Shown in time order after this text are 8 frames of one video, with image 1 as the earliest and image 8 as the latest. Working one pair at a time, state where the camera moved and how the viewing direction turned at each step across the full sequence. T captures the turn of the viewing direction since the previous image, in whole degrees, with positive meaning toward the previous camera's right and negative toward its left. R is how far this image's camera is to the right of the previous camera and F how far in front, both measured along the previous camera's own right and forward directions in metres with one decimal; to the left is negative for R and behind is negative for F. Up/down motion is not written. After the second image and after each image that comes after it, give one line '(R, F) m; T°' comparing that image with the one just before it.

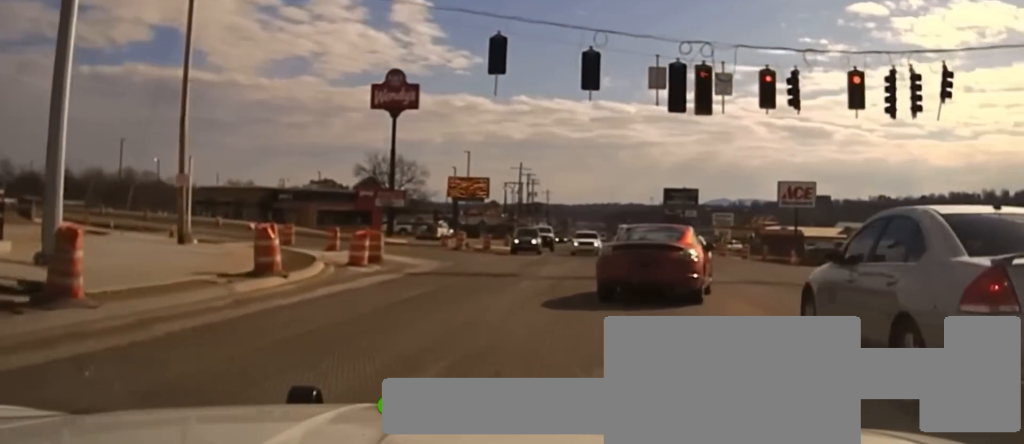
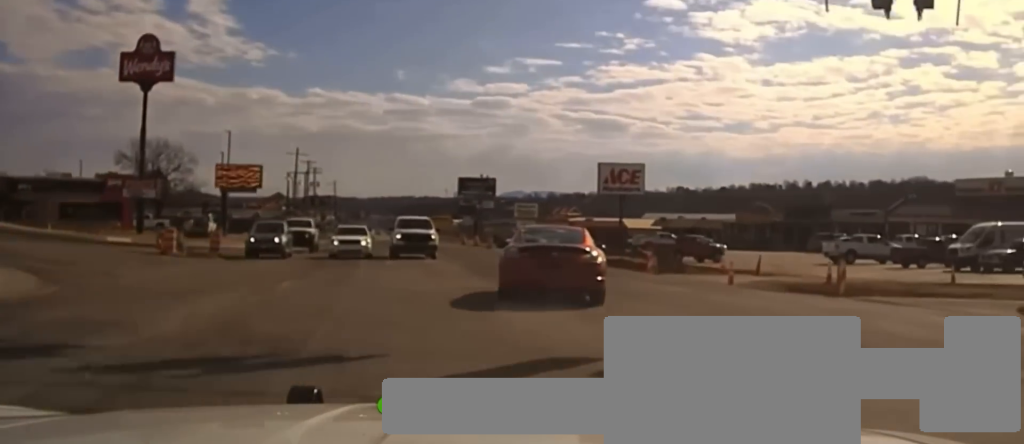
(+1.3, +17.6) m; +9°
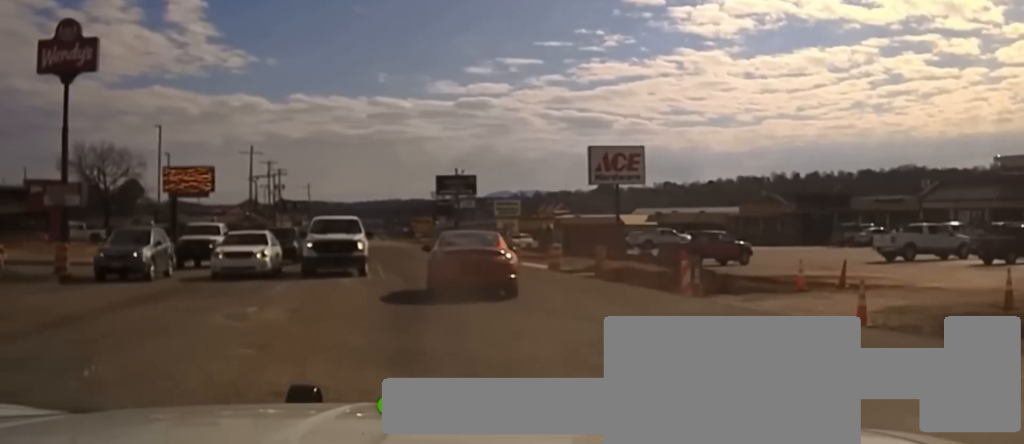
(+0.9, +13.5) m; +3°
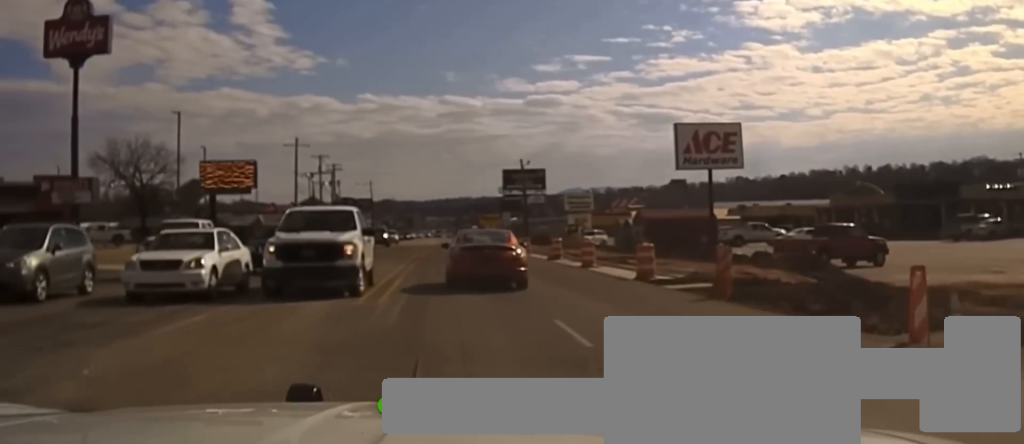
(-0.1, +11.2) m; -1°
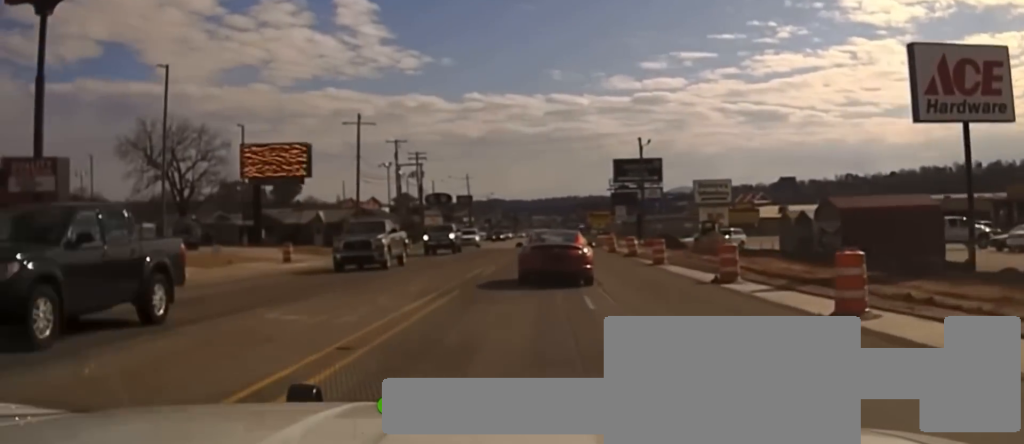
(-0.4, +17.9) m; -4°
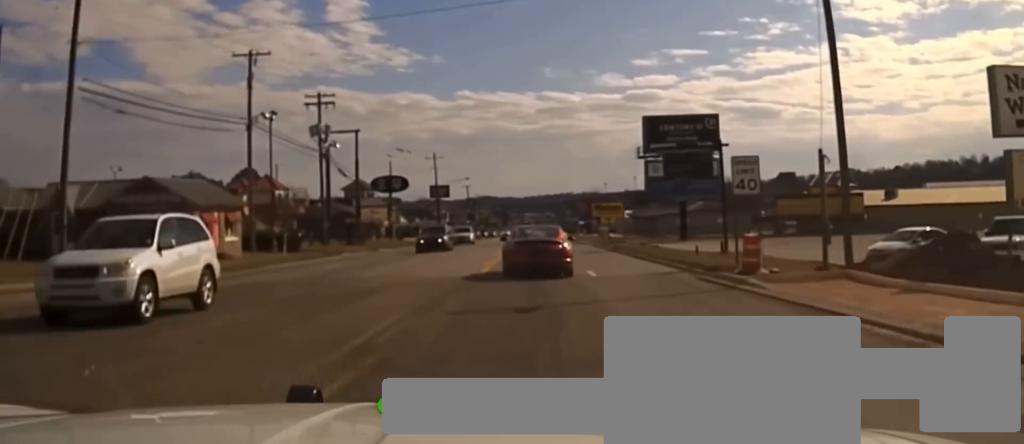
(-1.7, +42.9) m; -2°
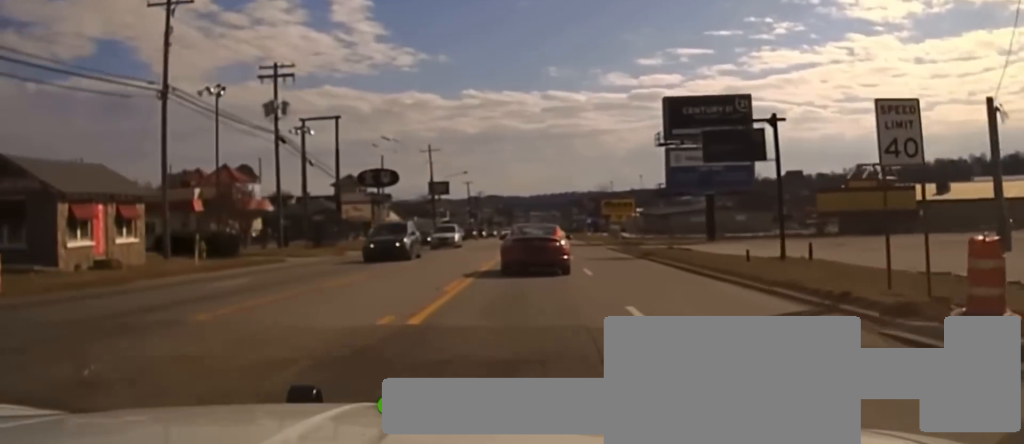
(0.0, +12.1) m; 0°
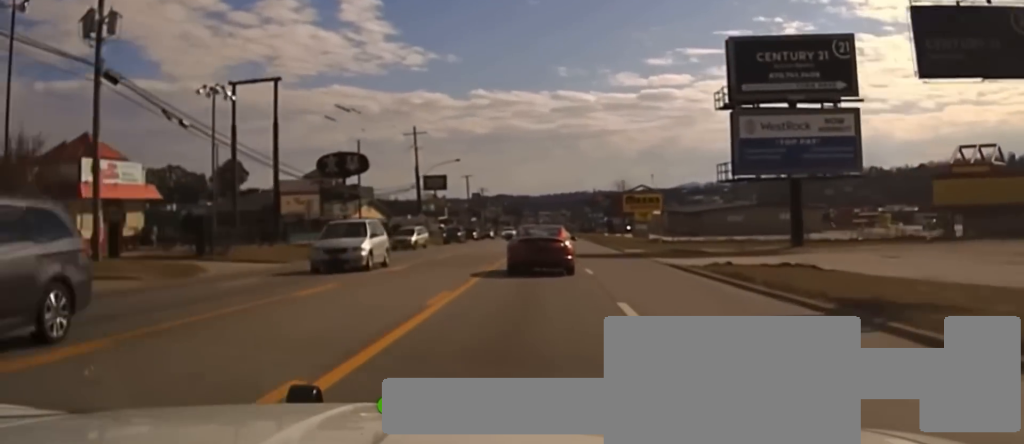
(0.0, +23.8) m; 0°
